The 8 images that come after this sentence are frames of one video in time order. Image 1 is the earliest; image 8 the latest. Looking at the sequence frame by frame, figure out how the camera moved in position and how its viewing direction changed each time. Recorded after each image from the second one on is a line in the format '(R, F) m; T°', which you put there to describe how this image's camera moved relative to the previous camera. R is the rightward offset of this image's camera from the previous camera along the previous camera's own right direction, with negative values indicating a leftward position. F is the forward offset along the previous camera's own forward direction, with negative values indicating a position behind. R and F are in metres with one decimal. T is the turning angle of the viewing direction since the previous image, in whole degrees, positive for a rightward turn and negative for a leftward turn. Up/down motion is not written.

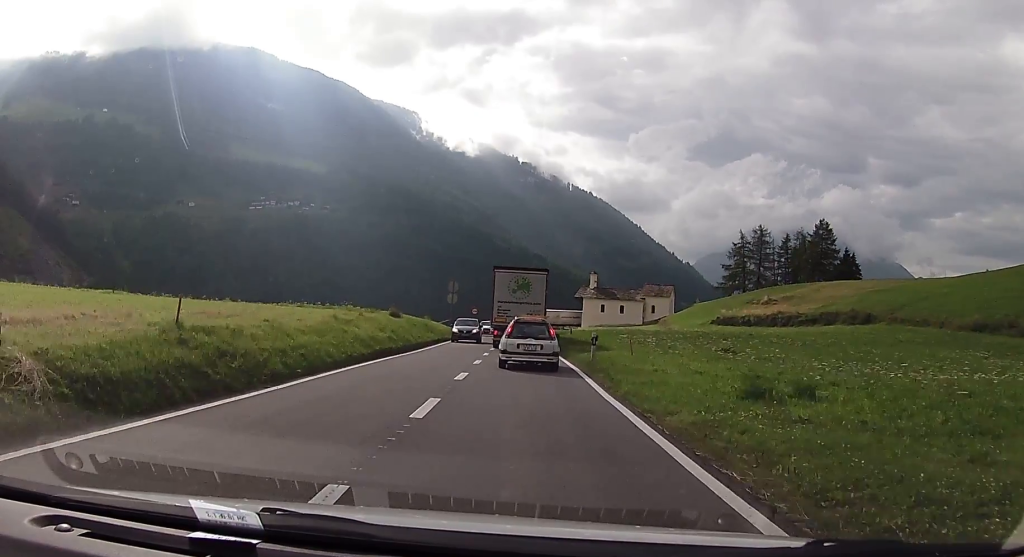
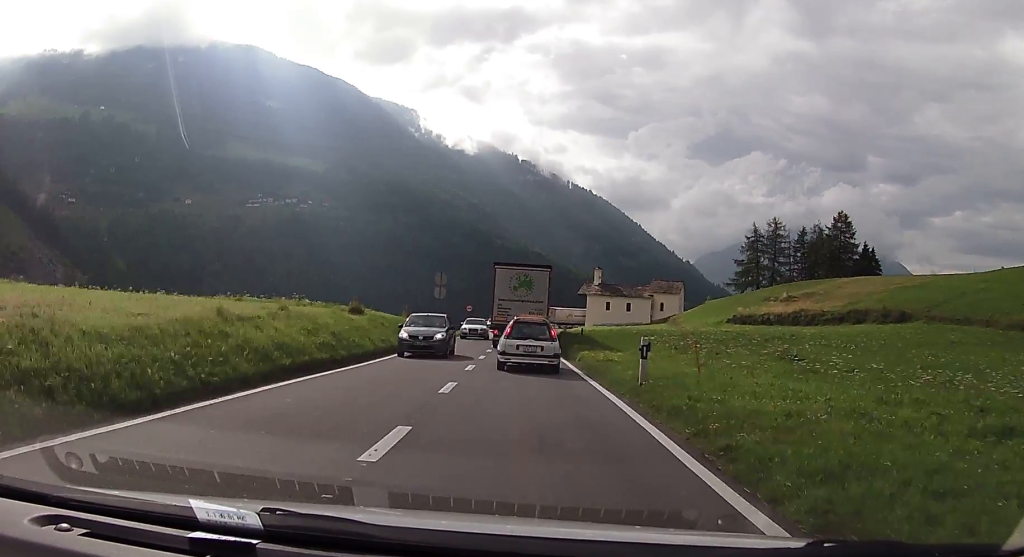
(+0.1, +9.4) m; 0°
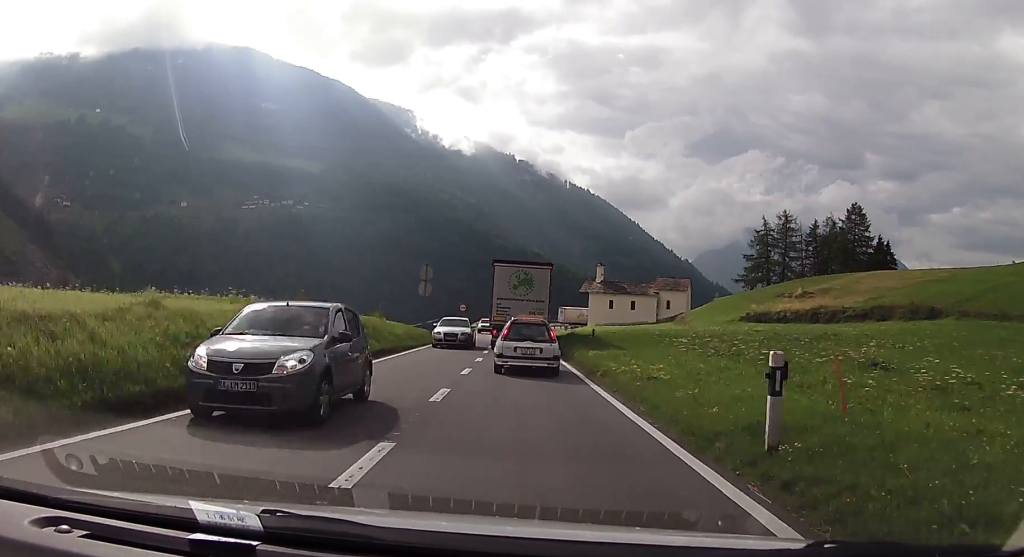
(-0.2, +7.4) m; 0°
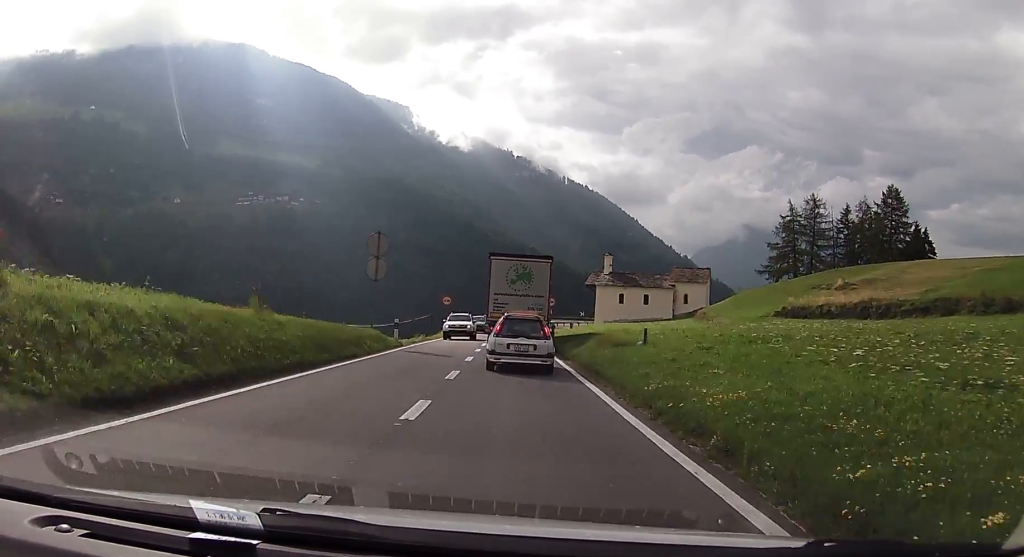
(+0.1, +16.7) m; 0°
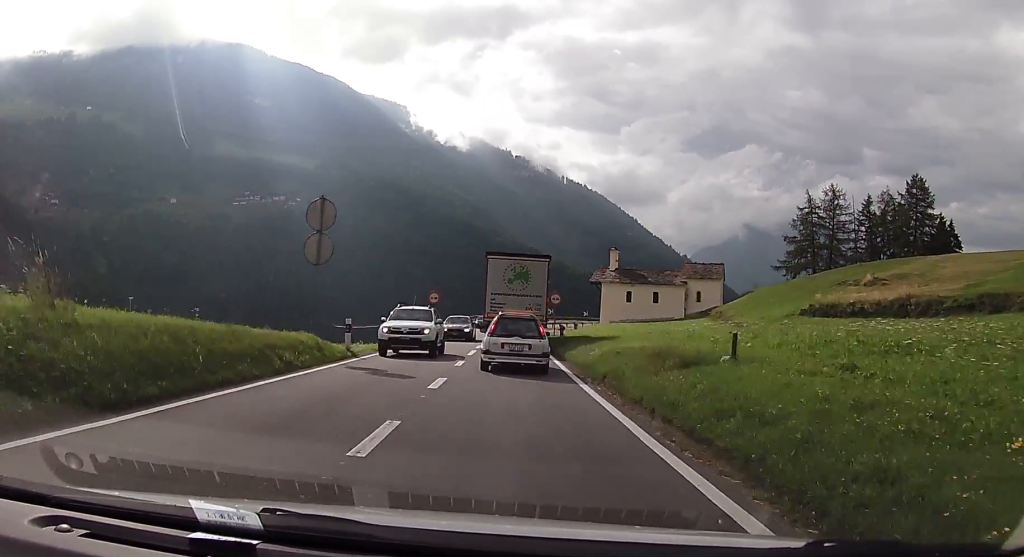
(-0.1, +8.8) m; -1°
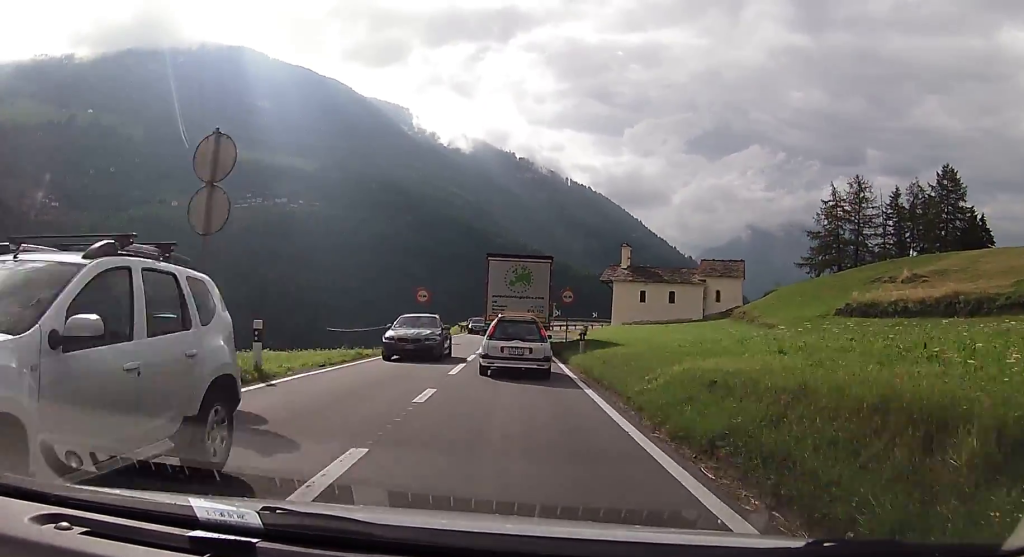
(-0.1, +7.5) m; -1°
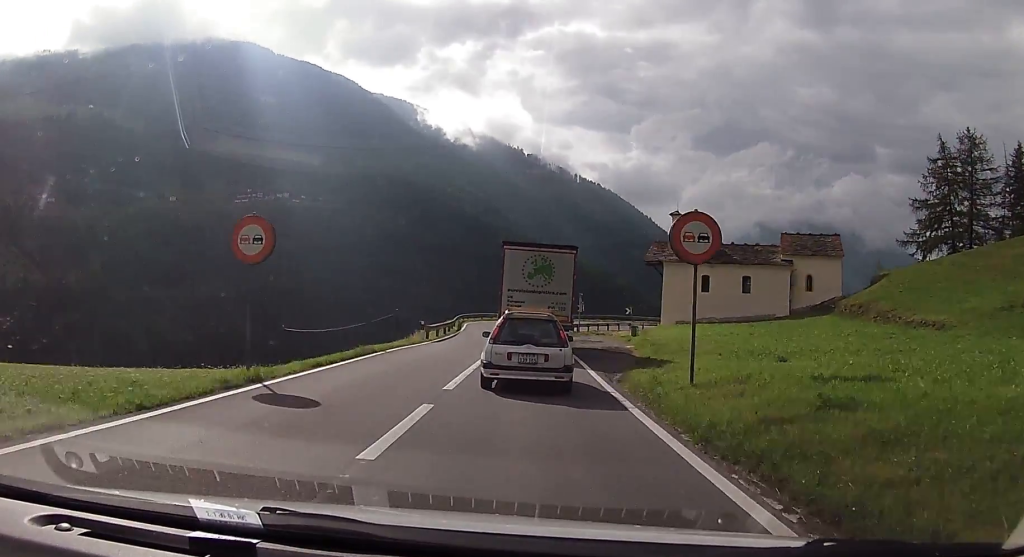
(-0.1, +24.7) m; 0°
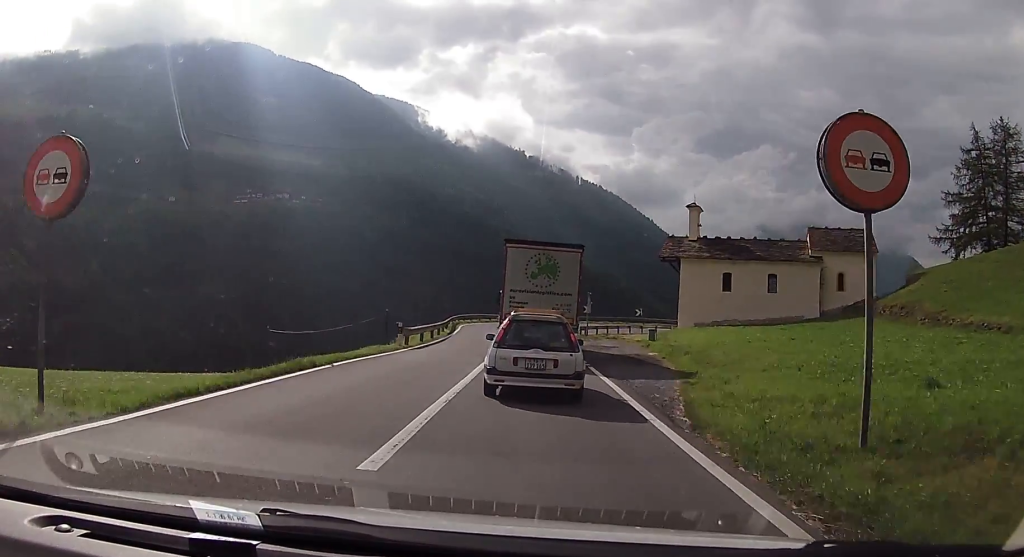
(0.0, +6.1) m; +1°
